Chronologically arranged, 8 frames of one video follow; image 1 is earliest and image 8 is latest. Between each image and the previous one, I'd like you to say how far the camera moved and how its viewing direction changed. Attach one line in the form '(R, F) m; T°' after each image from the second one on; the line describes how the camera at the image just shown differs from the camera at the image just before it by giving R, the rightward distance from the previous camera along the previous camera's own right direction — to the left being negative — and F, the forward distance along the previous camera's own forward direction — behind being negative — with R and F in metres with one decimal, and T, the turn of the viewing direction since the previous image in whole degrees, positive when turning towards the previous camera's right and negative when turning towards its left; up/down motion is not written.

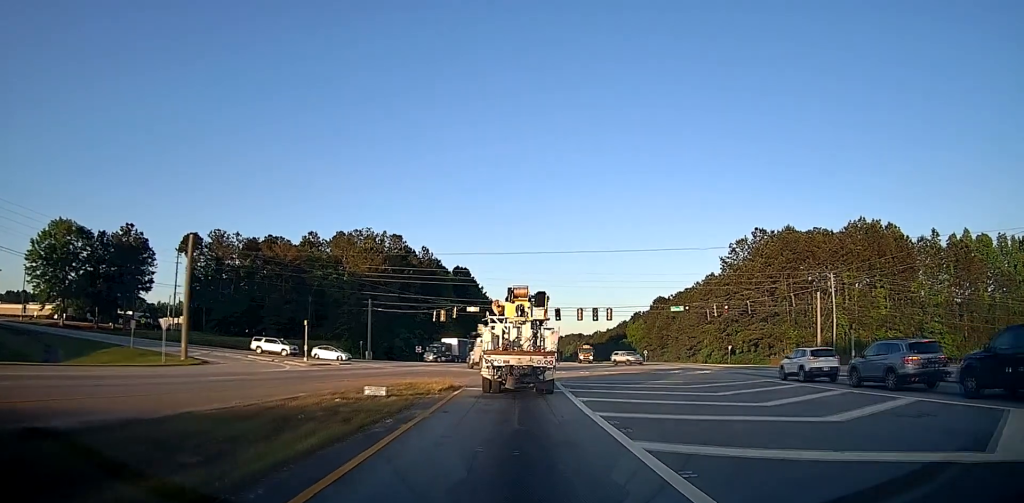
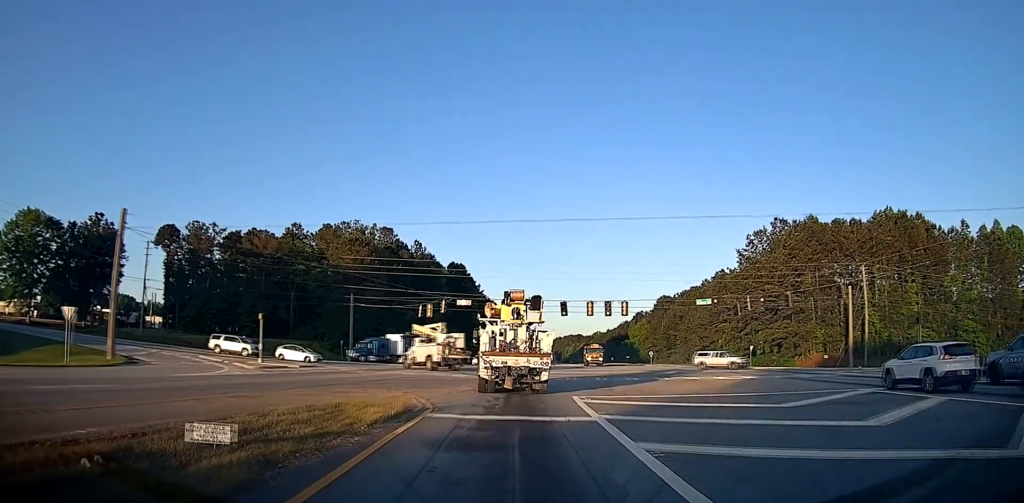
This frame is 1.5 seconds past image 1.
(-0.1, +8.1) m; +1°
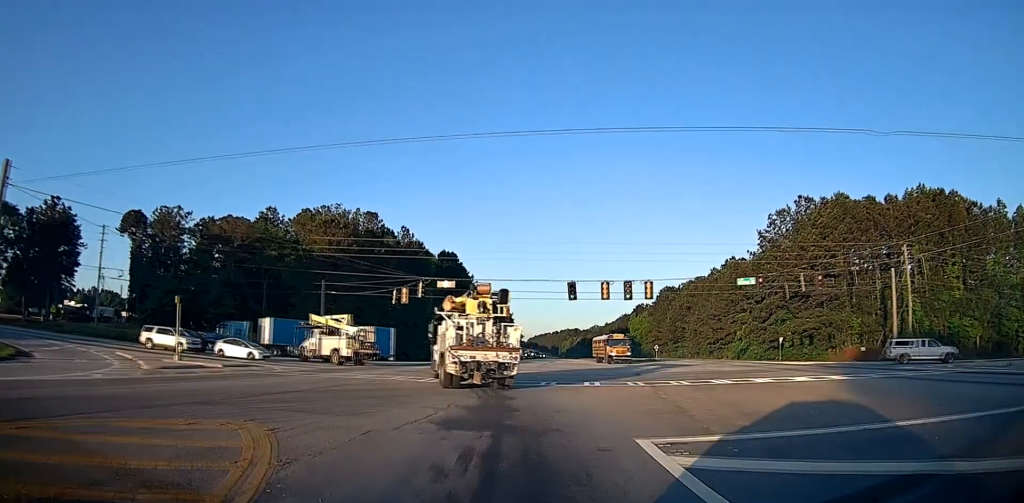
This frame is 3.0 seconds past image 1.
(+0.7, +10.3) m; +1°
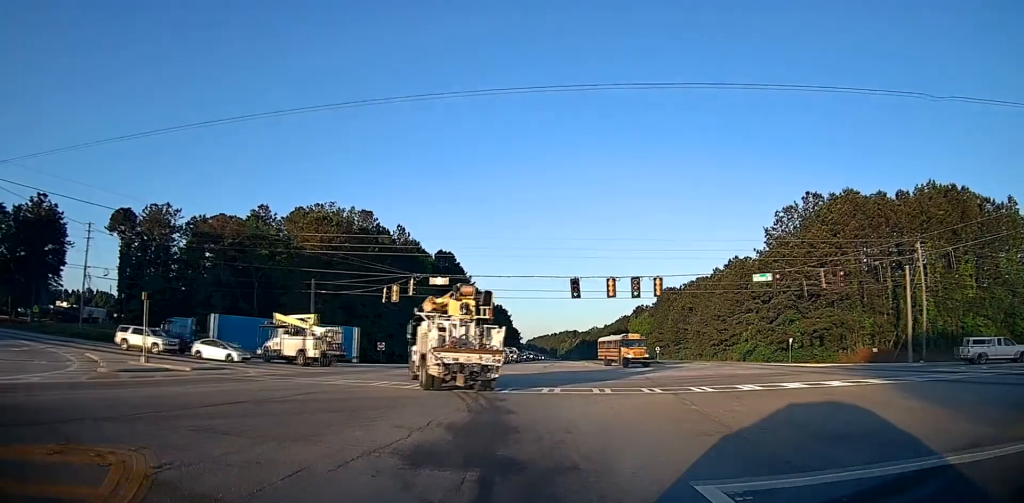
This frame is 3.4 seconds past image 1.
(-0.2, +3.2) m; -2°
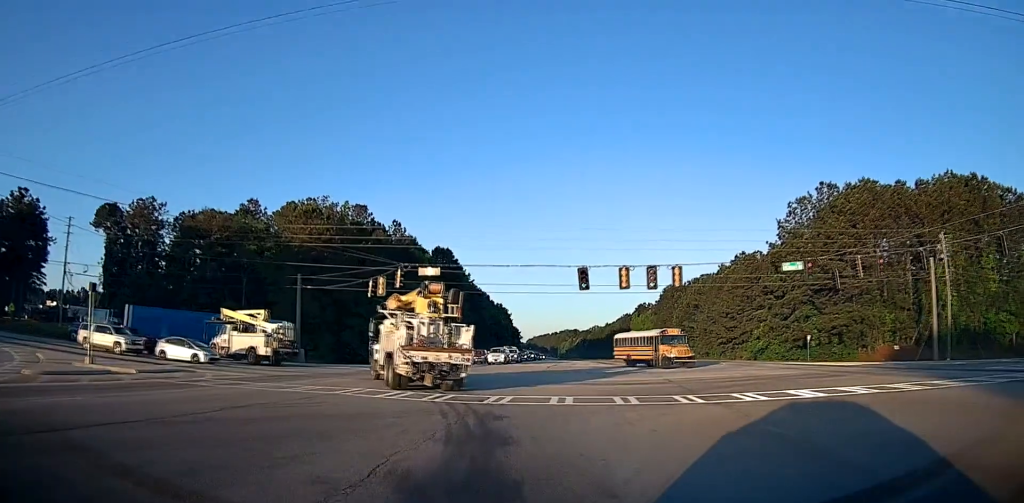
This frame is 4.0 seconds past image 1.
(-0.1, +4.5) m; -1°
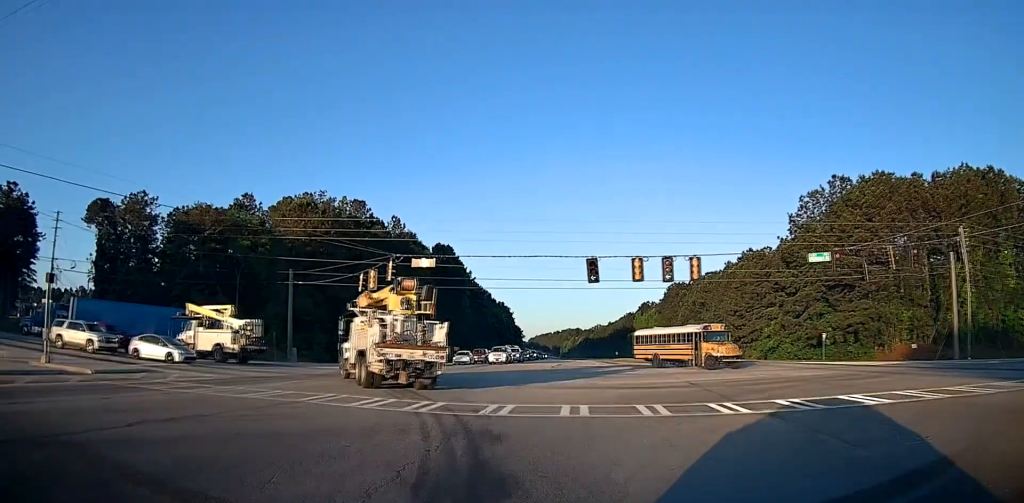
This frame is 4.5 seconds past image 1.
(0.0, +3.1) m; 0°
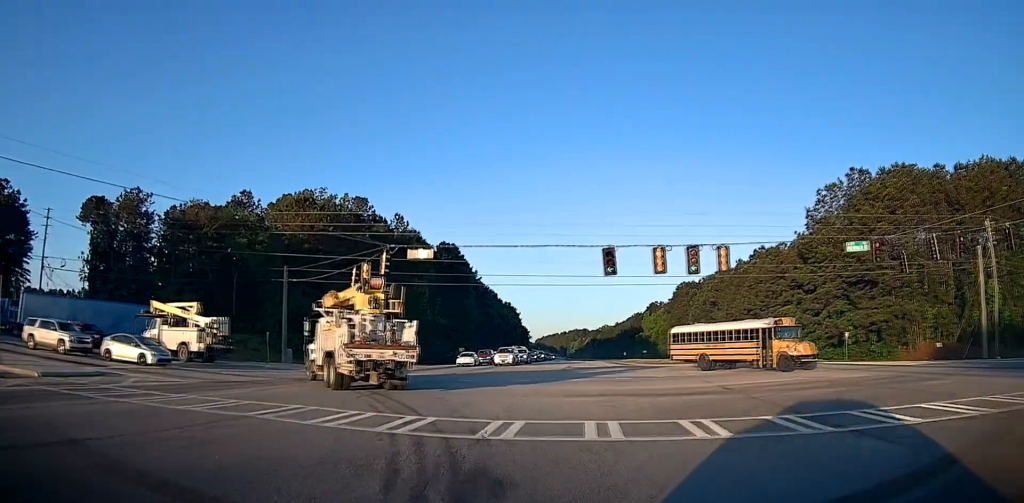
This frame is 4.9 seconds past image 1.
(0.0, +3.2) m; 0°
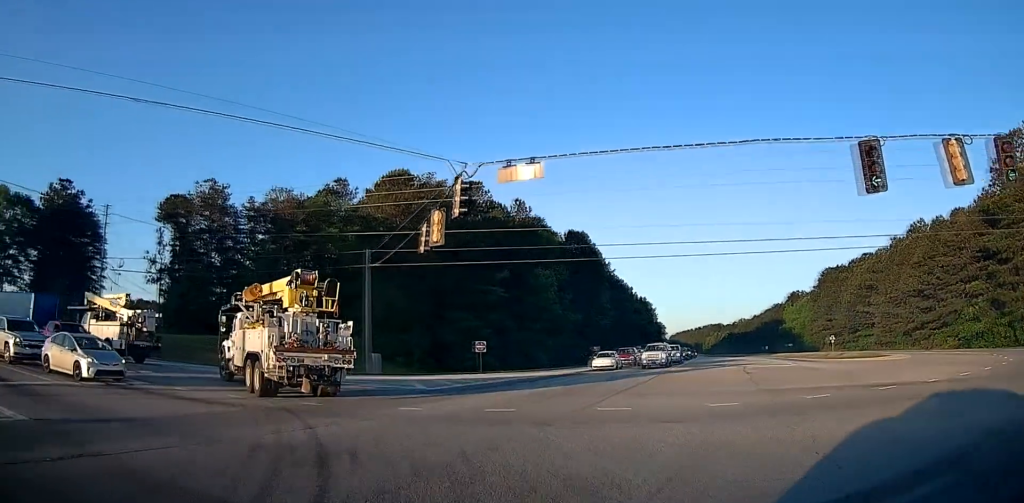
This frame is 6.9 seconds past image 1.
(-0.7, +13.4) m; -10°
